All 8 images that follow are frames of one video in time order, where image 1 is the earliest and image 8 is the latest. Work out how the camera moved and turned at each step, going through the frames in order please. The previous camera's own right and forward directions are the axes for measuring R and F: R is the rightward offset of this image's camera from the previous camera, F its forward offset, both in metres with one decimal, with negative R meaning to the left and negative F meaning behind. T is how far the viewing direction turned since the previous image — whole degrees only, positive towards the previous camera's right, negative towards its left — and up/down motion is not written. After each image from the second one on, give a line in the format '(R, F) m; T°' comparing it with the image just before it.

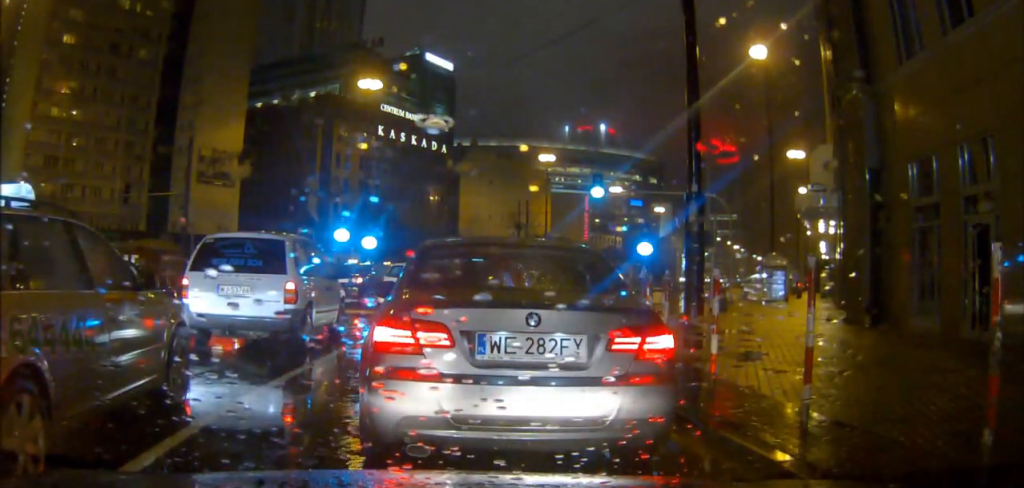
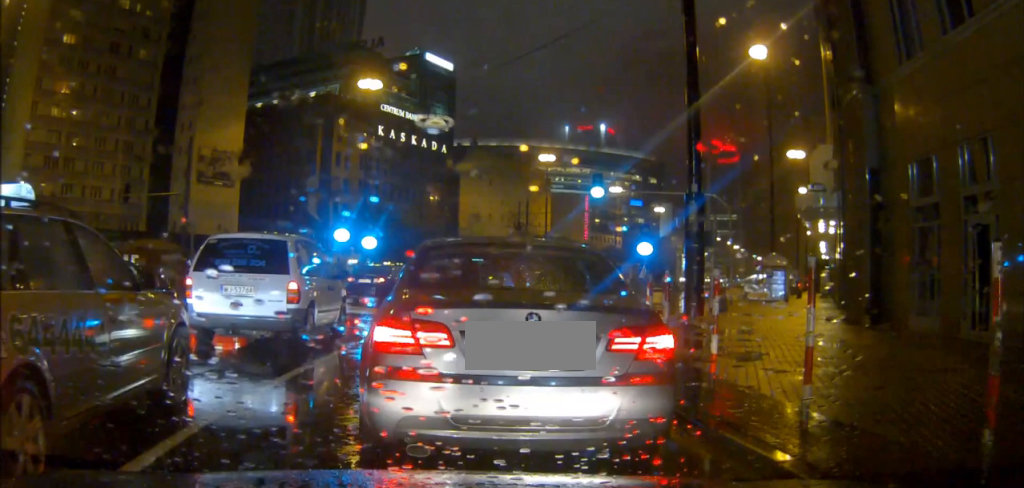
(-0.1, +0.2) m; 0°
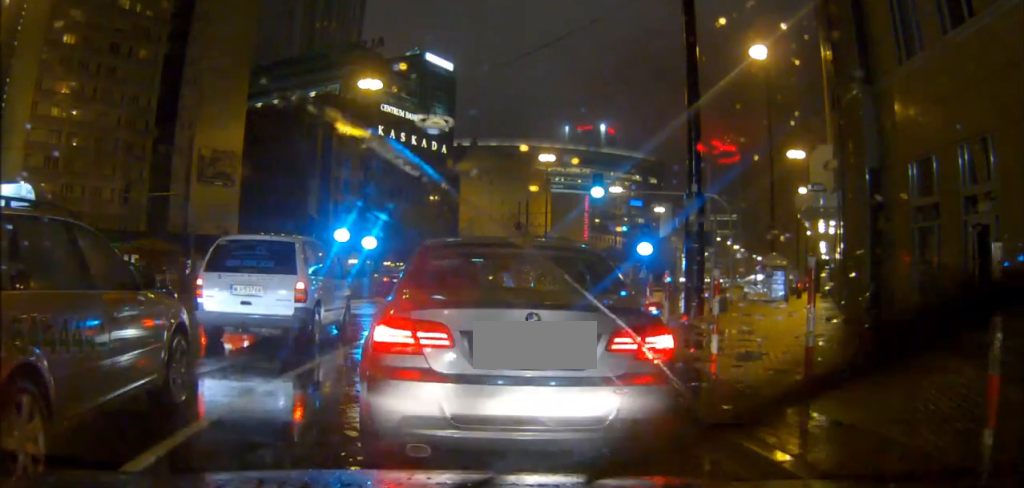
(-0.1, +0.3) m; 0°
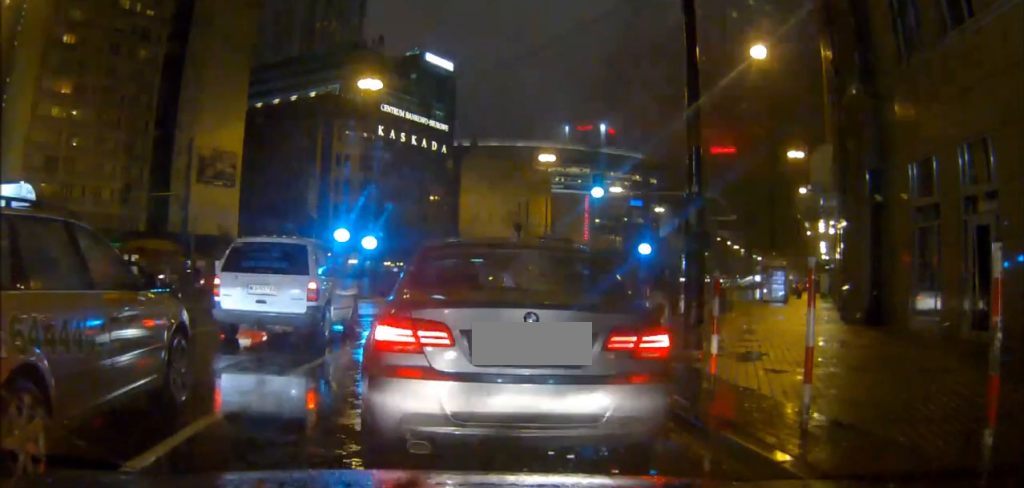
(0.0, +0.2) m; 0°
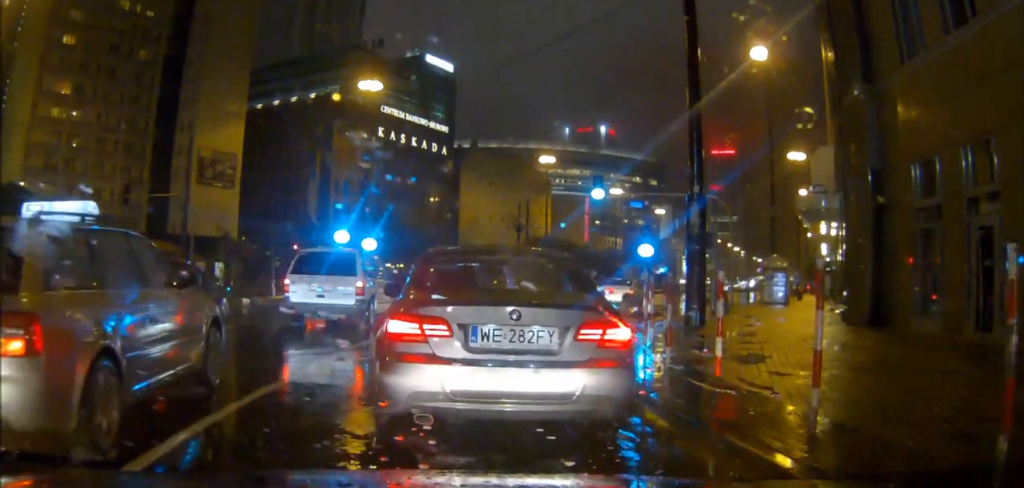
(-0.1, +0.6) m; 0°
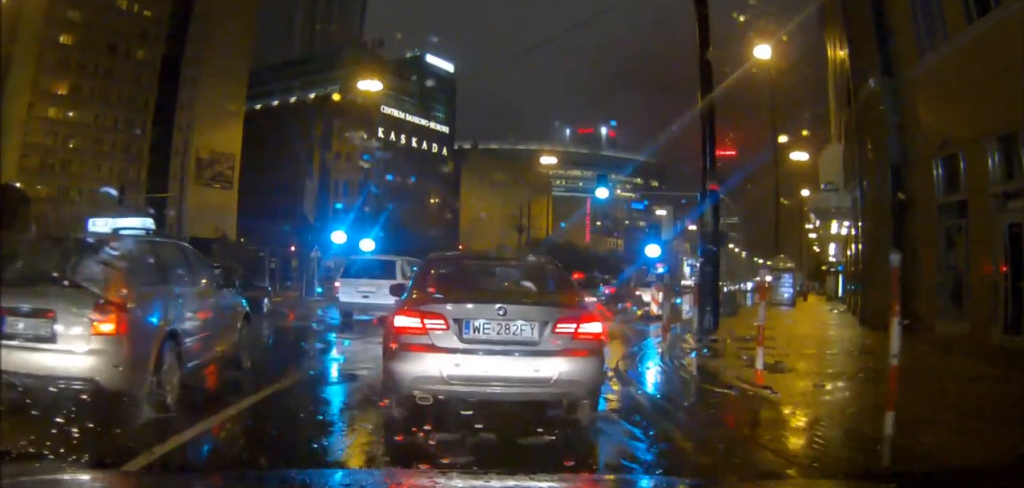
(-0.1, +0.3) m; 0°
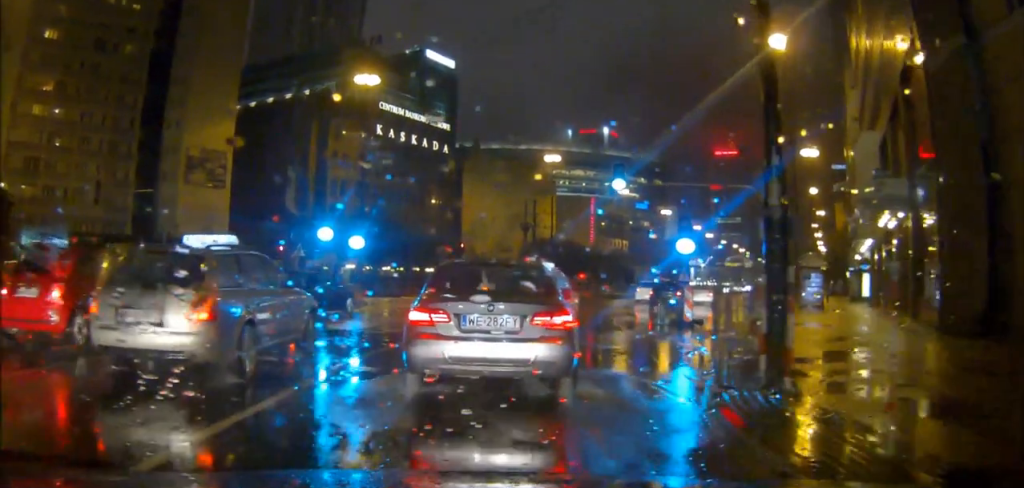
(-0.1, +0.5) m; 0°
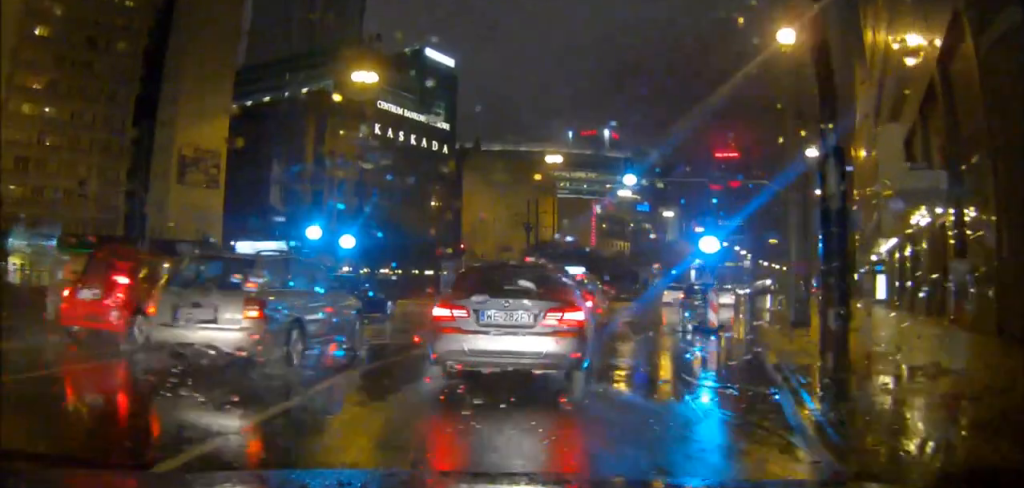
(-0.1, +0.4) m; -1°
